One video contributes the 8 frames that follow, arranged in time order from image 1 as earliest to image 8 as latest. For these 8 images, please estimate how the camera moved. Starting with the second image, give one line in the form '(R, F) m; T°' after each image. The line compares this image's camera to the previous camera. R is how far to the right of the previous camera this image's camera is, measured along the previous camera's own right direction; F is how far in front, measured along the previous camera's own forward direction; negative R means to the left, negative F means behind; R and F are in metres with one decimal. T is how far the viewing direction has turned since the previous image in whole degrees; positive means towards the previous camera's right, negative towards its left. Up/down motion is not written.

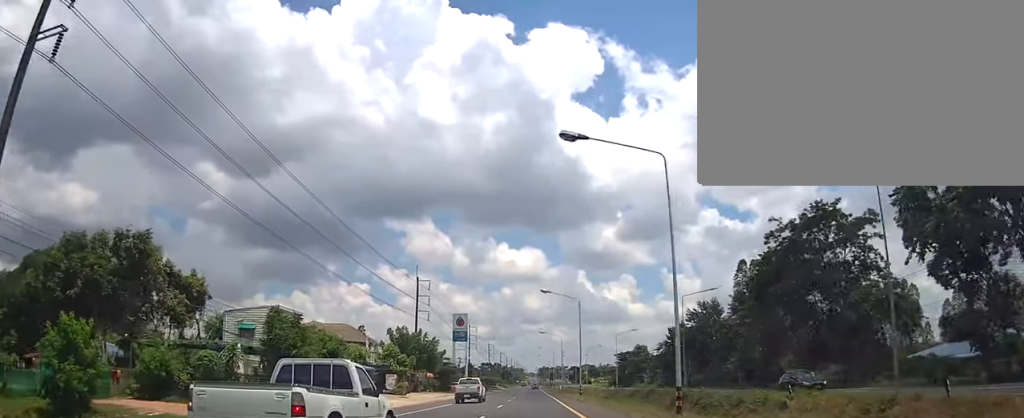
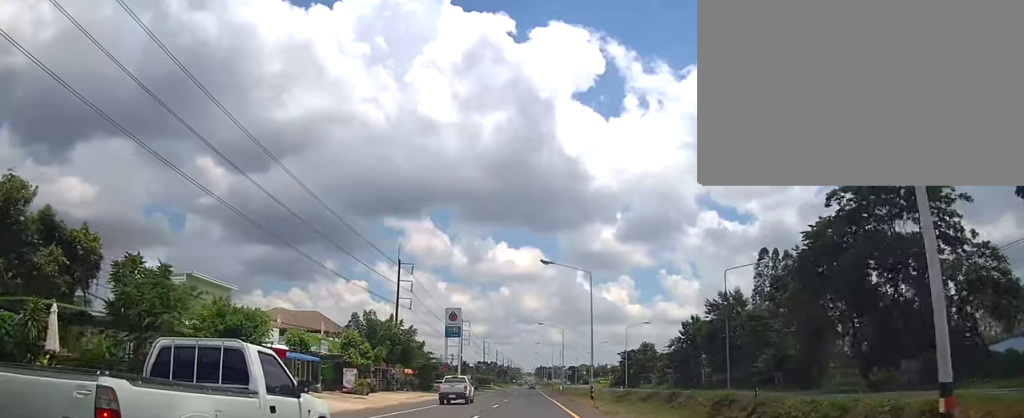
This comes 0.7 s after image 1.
(0.0, +11.1) m; 0°
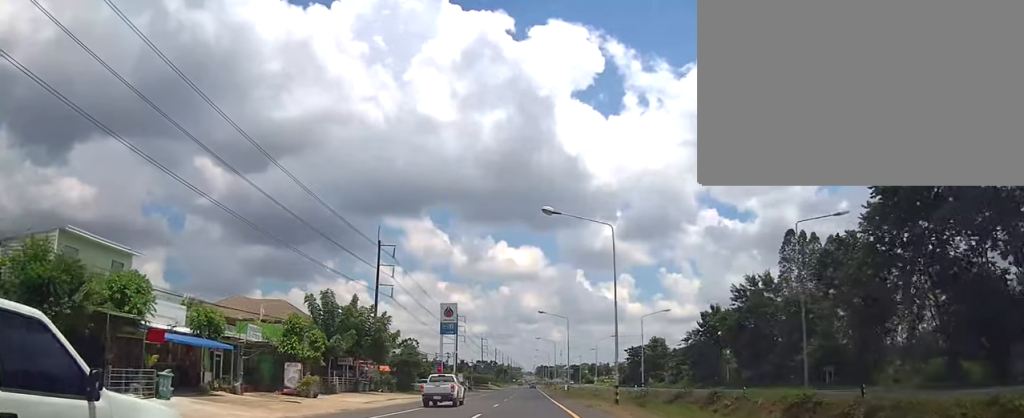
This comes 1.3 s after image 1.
(+0.1, +10.3) m; 0°
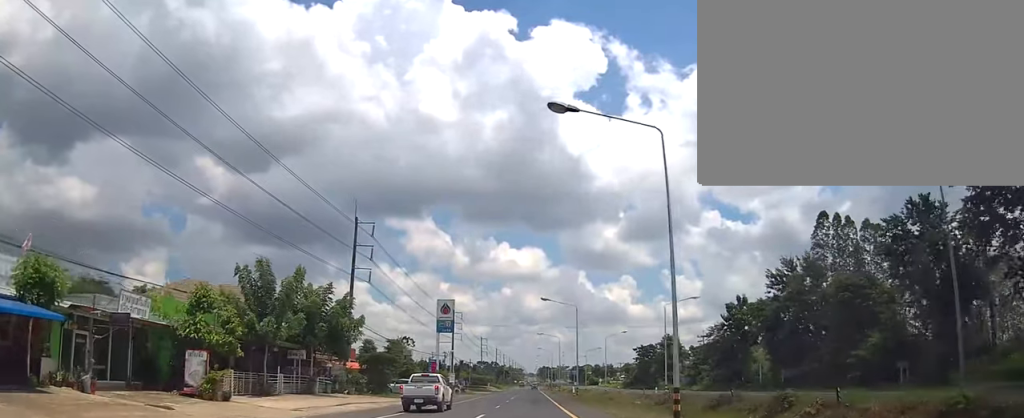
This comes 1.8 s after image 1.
(0.0, +9.9) m; 0°
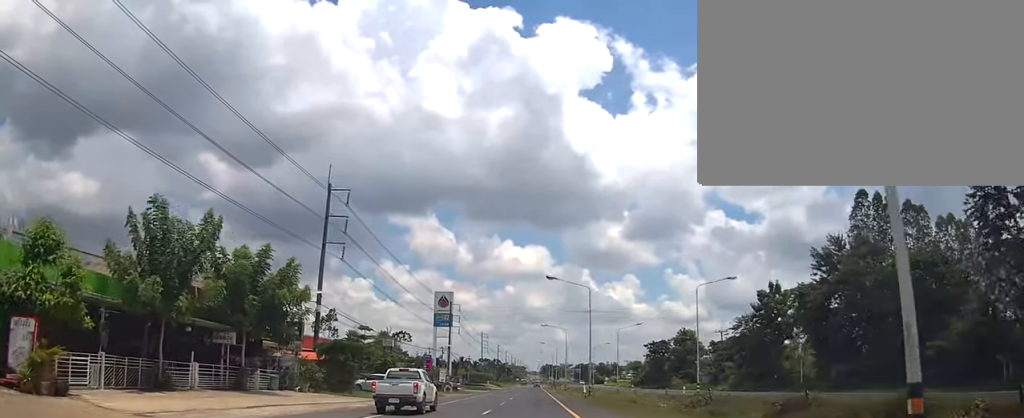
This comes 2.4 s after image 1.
(0.0, +9.2) m; 0°
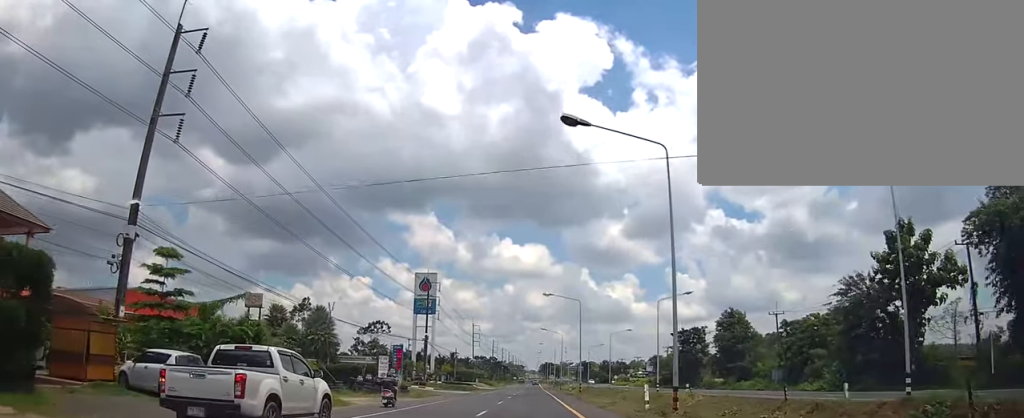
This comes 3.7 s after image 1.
(-0.1, +24.7) m; -1°
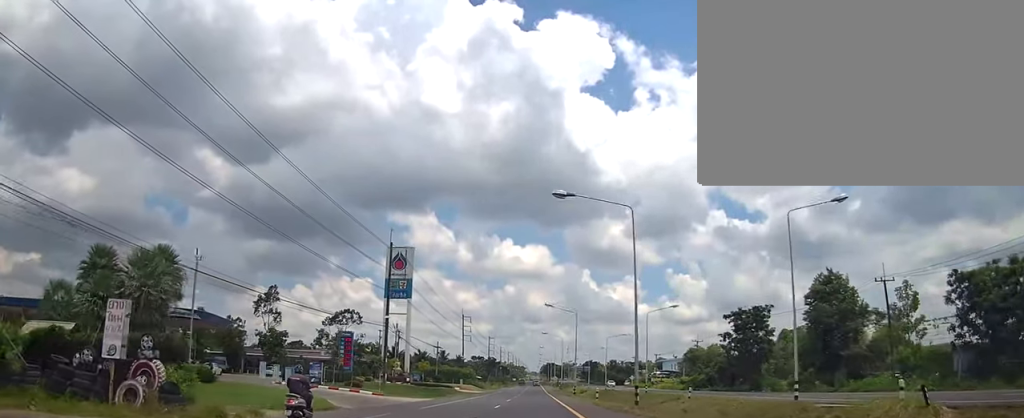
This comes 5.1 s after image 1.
(+0.1, +27.2) m; +1°
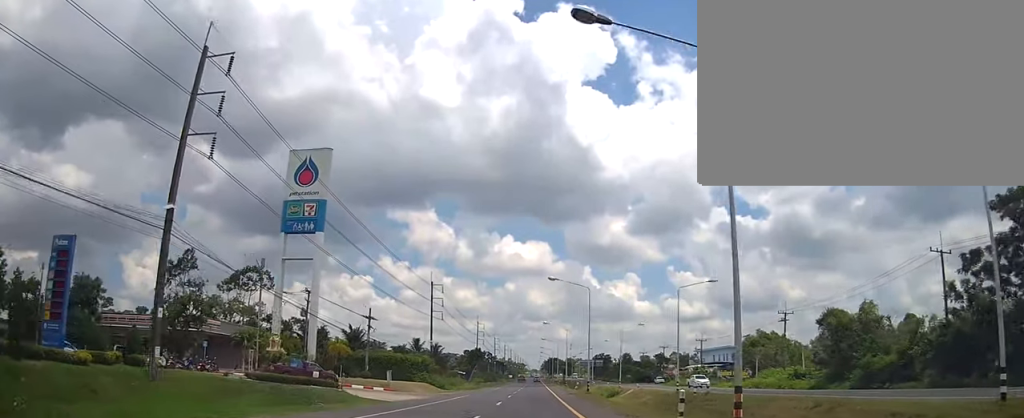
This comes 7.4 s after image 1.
(+0.1, +46.3) m; +1°
